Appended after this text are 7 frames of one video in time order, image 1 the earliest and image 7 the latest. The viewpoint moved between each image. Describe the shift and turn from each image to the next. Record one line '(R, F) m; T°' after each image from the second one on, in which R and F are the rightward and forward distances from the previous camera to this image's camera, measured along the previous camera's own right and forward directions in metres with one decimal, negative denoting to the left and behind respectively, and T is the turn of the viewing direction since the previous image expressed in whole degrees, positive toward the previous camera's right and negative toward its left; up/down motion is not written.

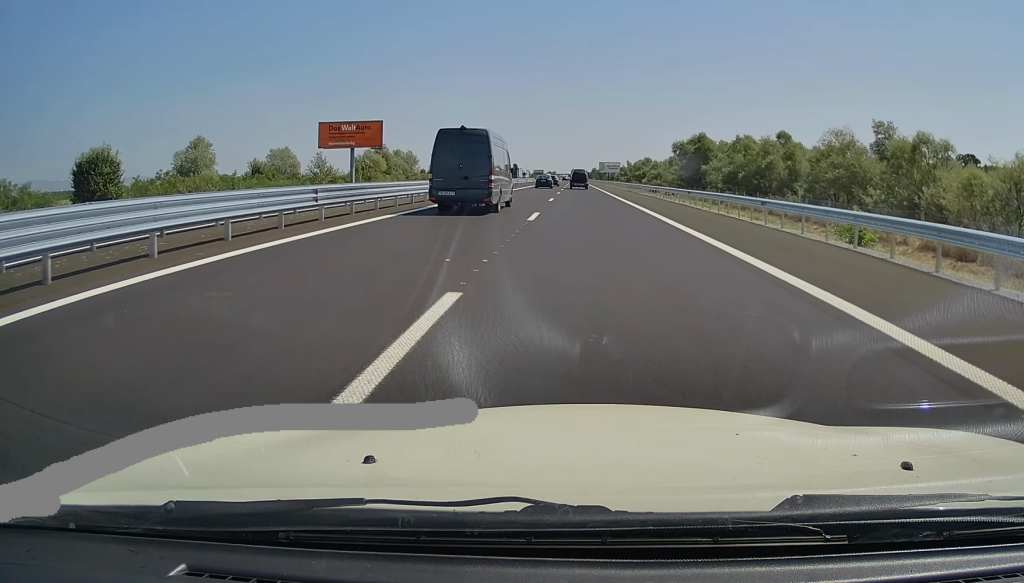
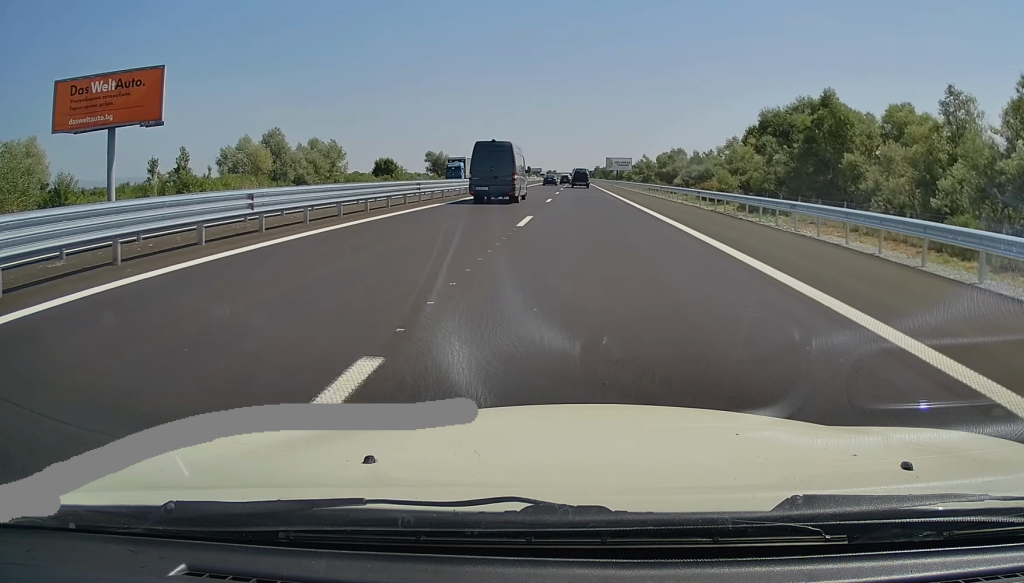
(-0.4, +51.3) m; -1°
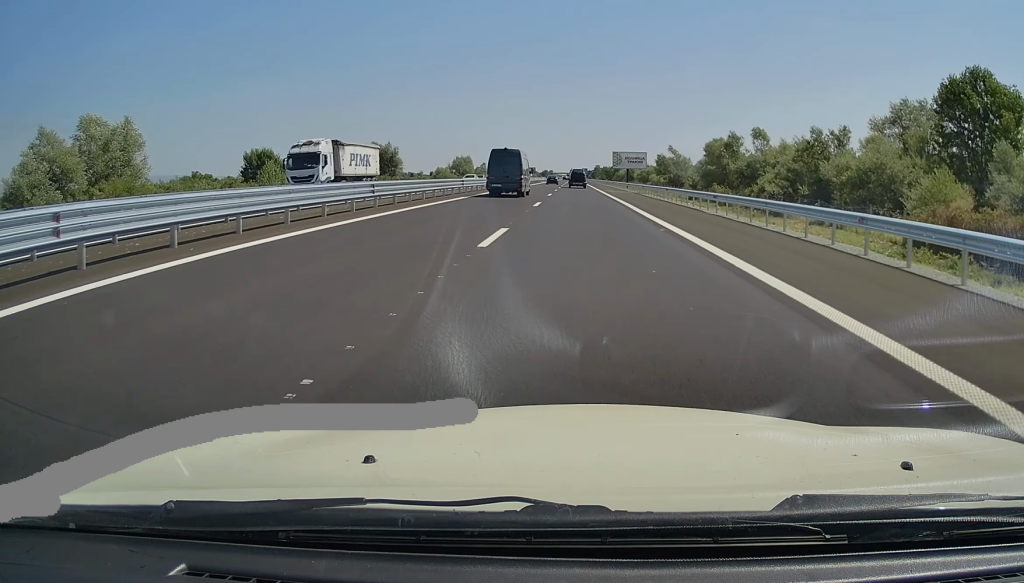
(+0.6, +53.9) m; +1°
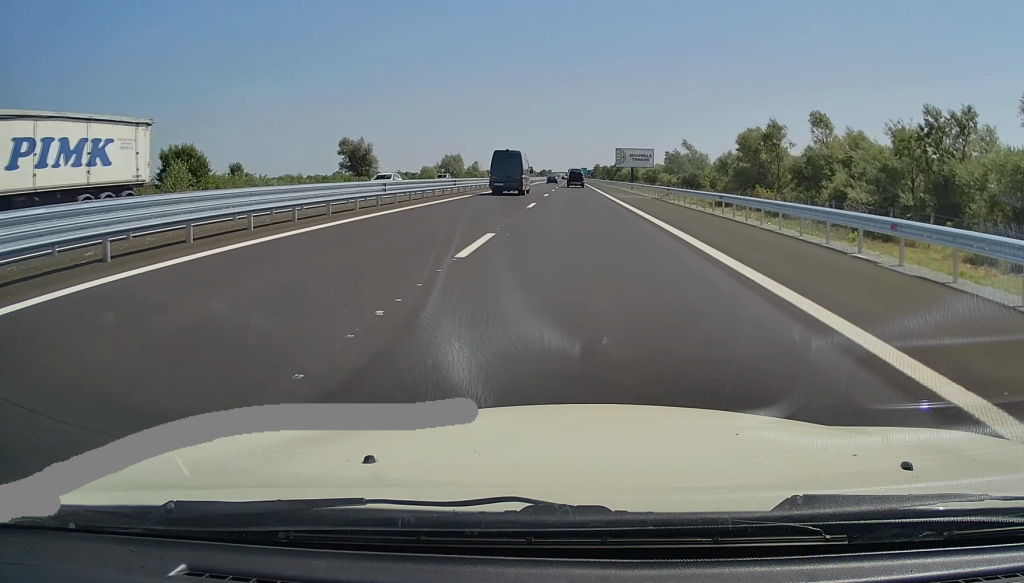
(0.0, +17.9) m; 0°
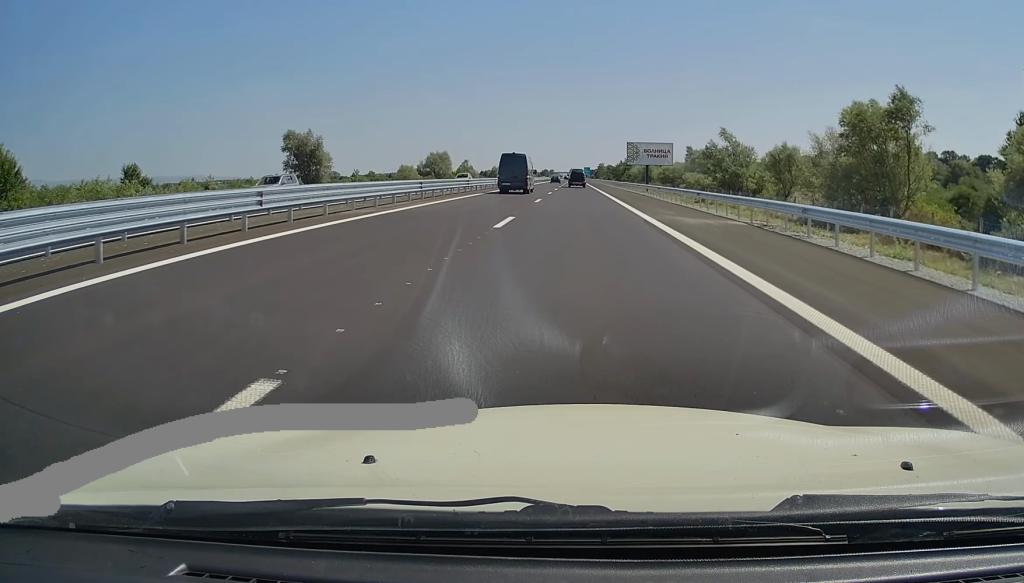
(-0.3, +26.6) m; 0°
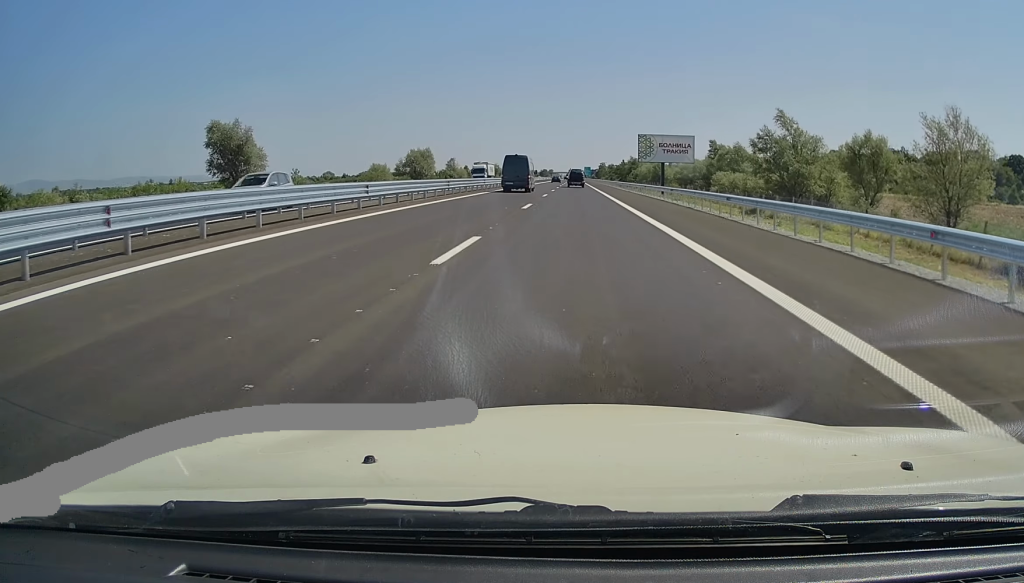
(0.0, +23.0) m; +1°
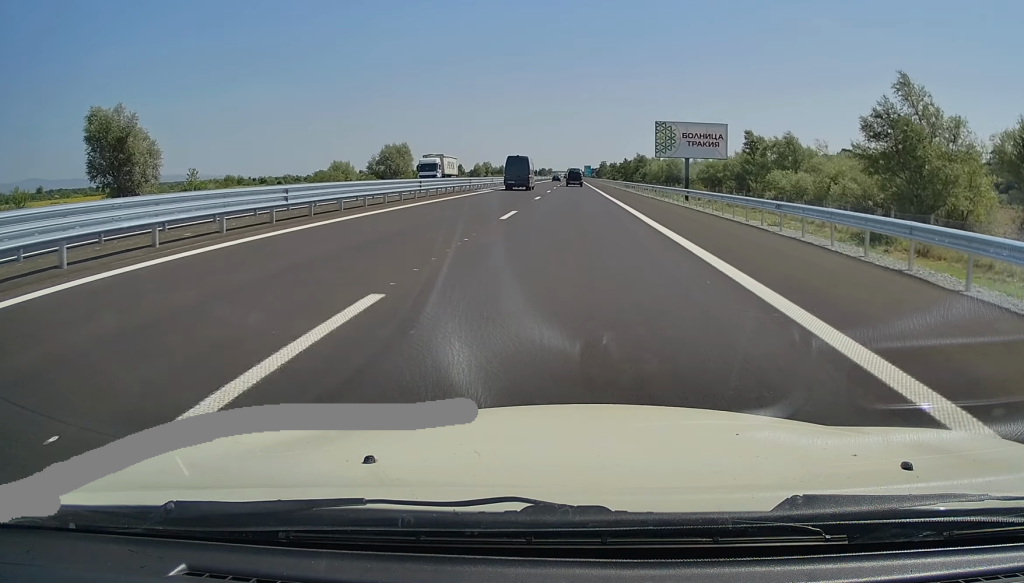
(+0.3, +23.0) m; +1°
